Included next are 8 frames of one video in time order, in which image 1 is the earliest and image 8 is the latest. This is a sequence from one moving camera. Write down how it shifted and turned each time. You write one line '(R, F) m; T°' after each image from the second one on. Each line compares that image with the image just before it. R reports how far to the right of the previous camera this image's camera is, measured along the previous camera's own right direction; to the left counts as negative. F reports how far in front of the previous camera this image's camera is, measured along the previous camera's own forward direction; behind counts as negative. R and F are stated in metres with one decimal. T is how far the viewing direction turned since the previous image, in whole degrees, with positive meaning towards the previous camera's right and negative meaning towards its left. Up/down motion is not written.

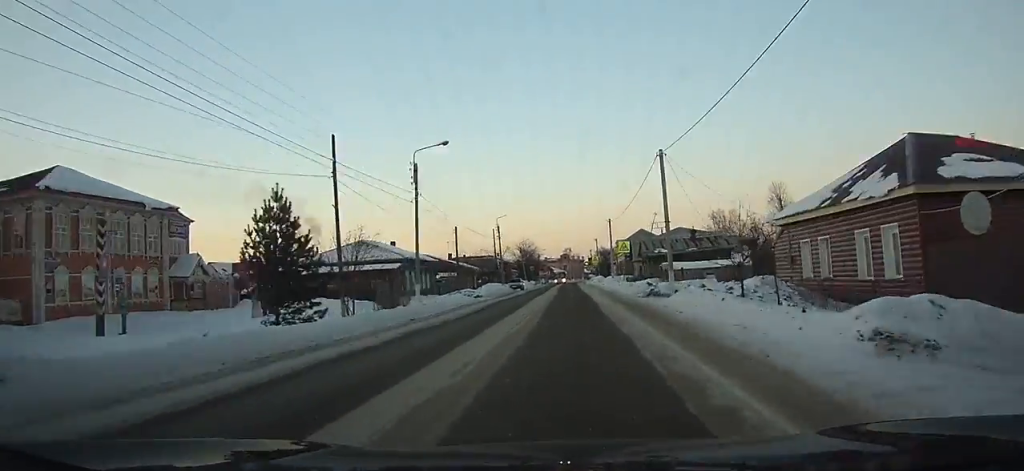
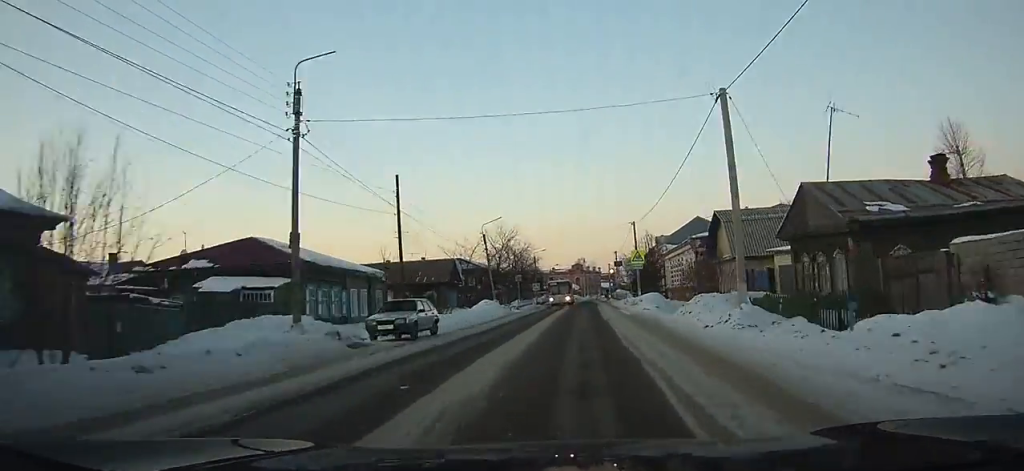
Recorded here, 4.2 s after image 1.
(+0.2, +46.0) m; +1°
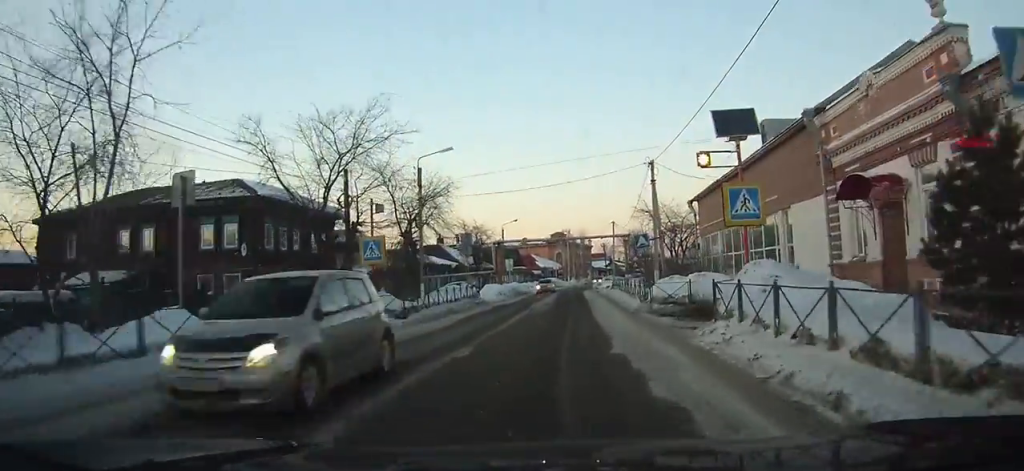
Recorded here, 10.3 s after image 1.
(+0.4, +55.9) m; +1°
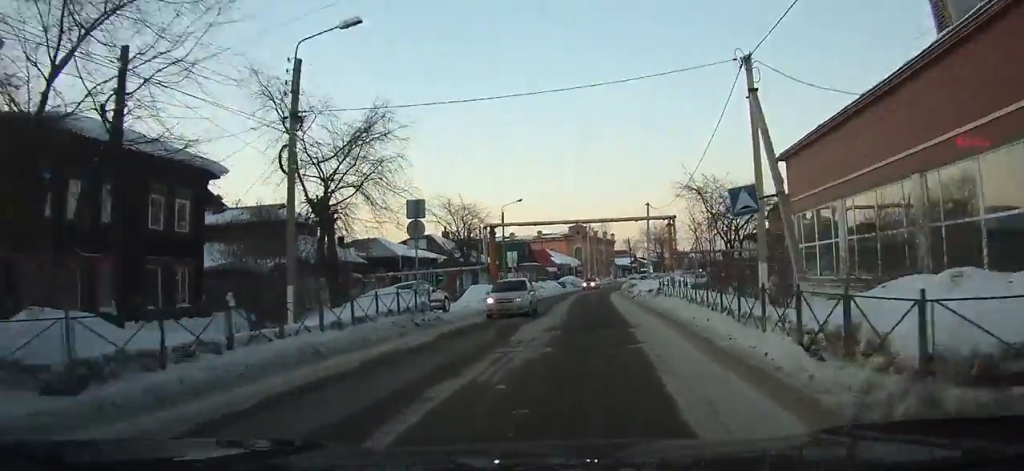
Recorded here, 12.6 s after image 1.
(+0.1, +17.7) m; 0°
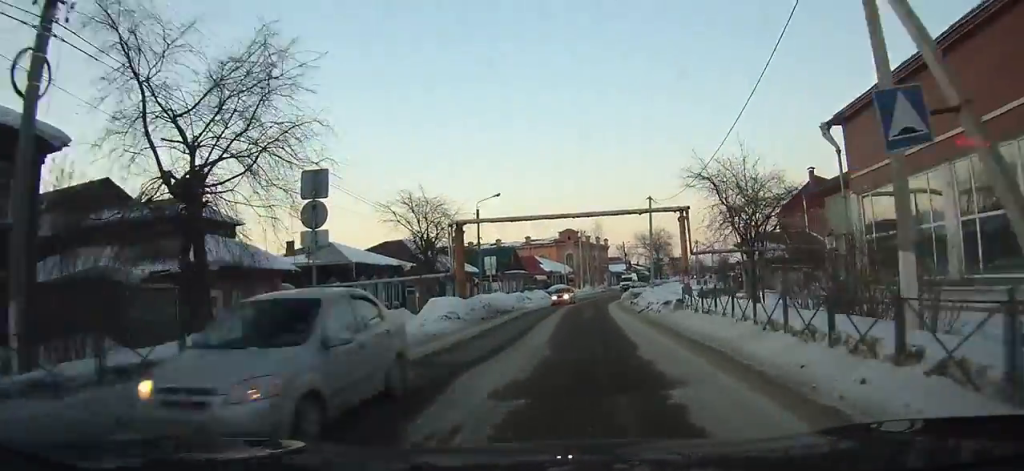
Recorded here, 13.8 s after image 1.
(+0.1, +8.7) m; 0°
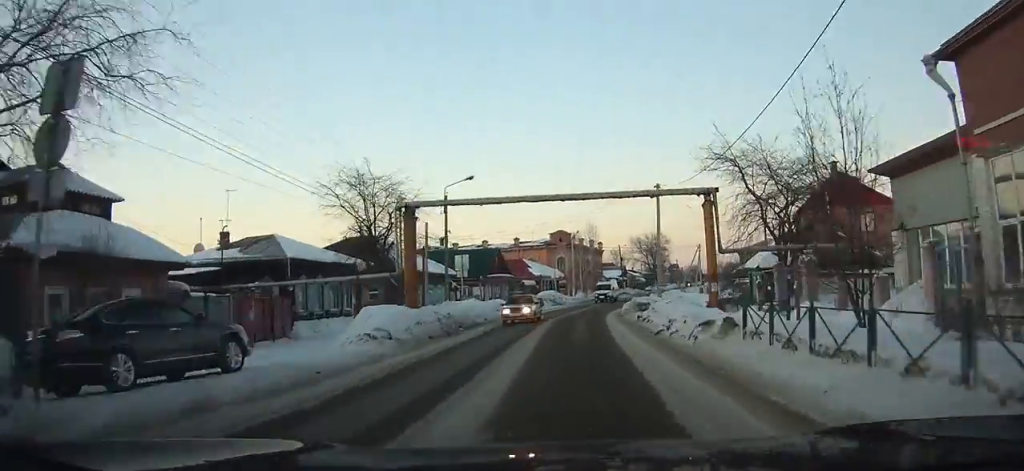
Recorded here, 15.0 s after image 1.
(0.0, +8.8) m; 0°
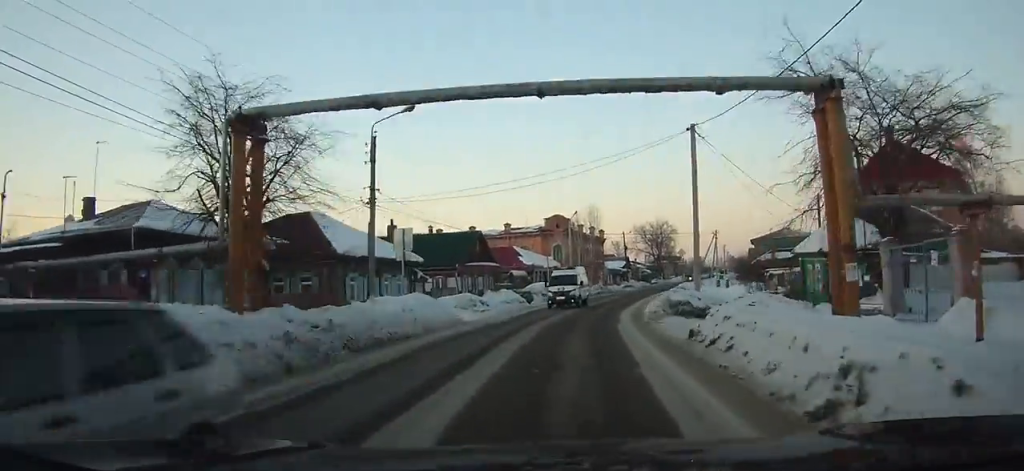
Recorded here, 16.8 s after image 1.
(0.0, +13.1) m; +1°
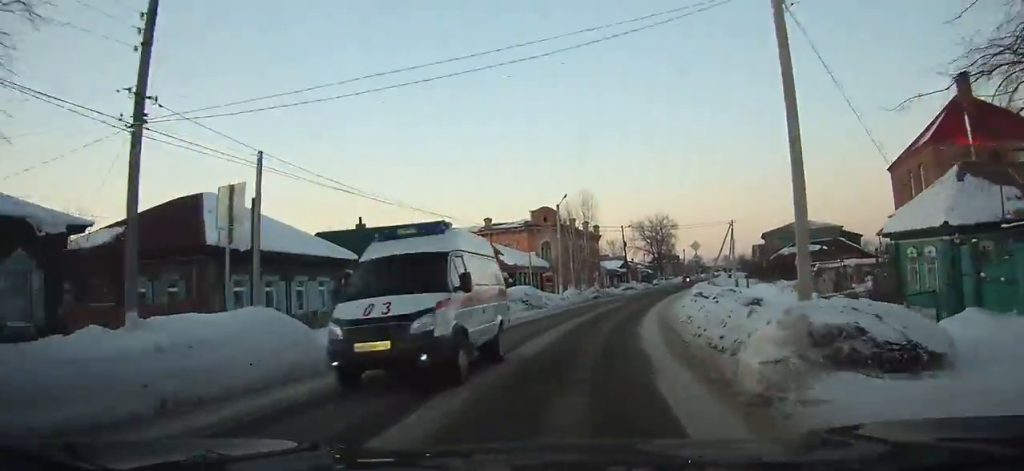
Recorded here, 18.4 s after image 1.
(+0.1, +12.2) m; +2°
